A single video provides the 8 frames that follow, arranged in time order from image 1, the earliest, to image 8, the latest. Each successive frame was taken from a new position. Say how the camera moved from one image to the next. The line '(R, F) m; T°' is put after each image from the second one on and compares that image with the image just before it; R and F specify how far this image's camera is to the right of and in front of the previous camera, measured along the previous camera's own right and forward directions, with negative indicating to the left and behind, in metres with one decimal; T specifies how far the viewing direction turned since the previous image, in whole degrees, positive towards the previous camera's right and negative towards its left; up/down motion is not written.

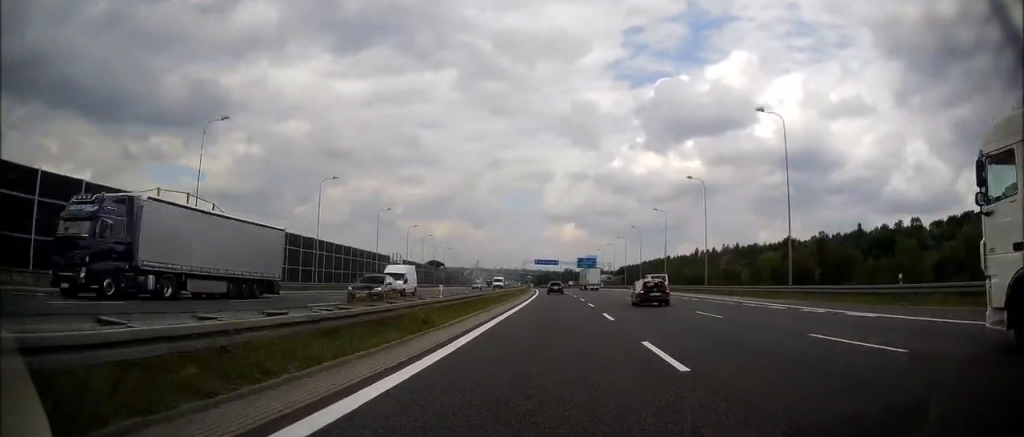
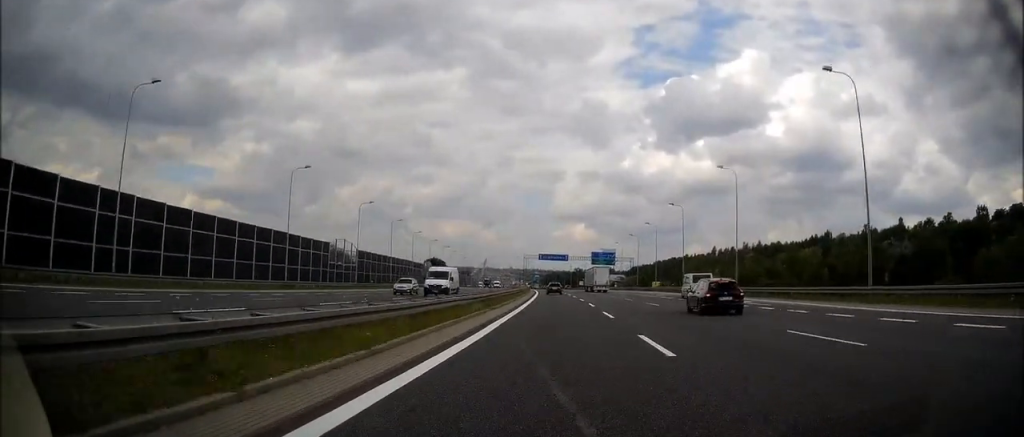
(-0.5, +34.5) m; -1°
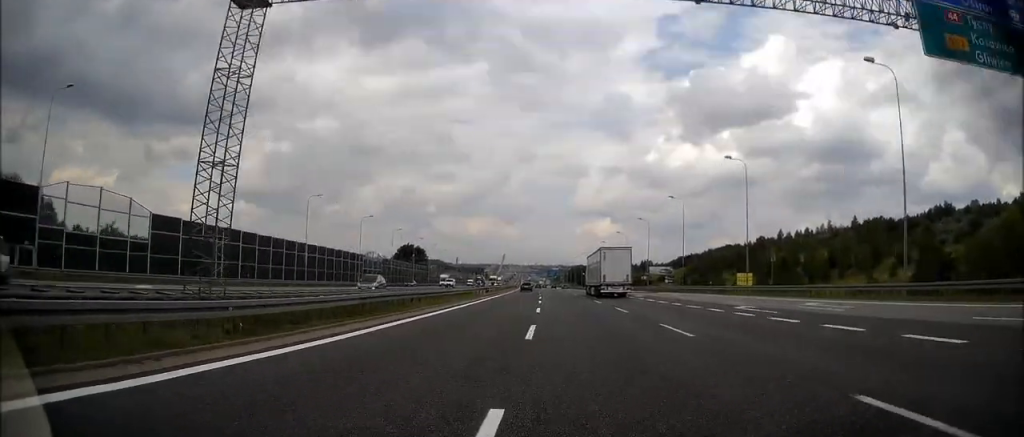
(-1.2, +129.1) m; -2°
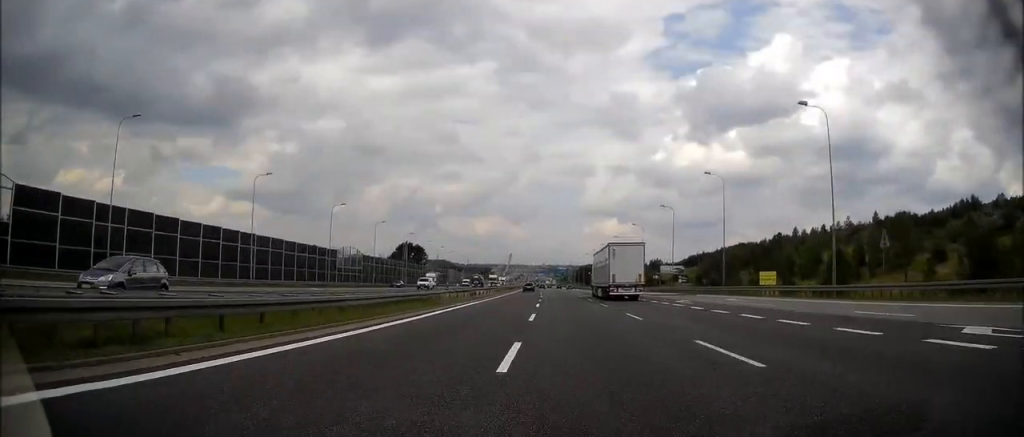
(-0.2, +17.0) m; -1°
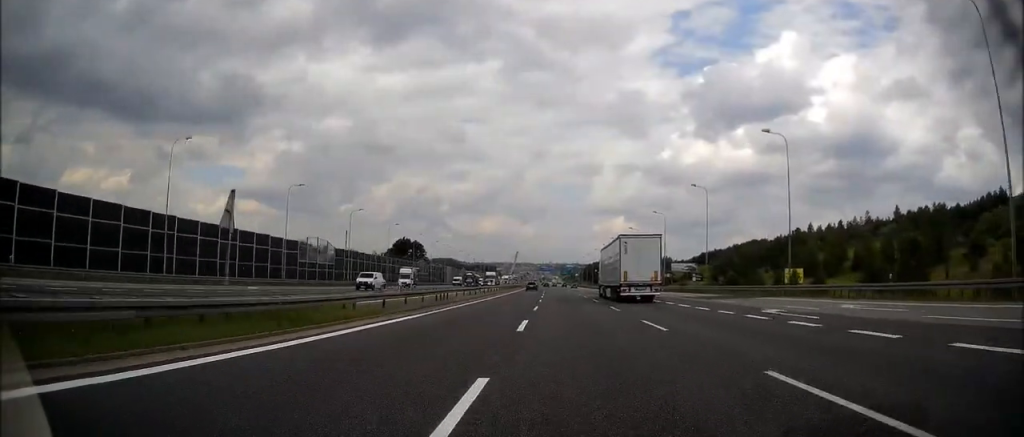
(0.0, +17.0) m; -1°
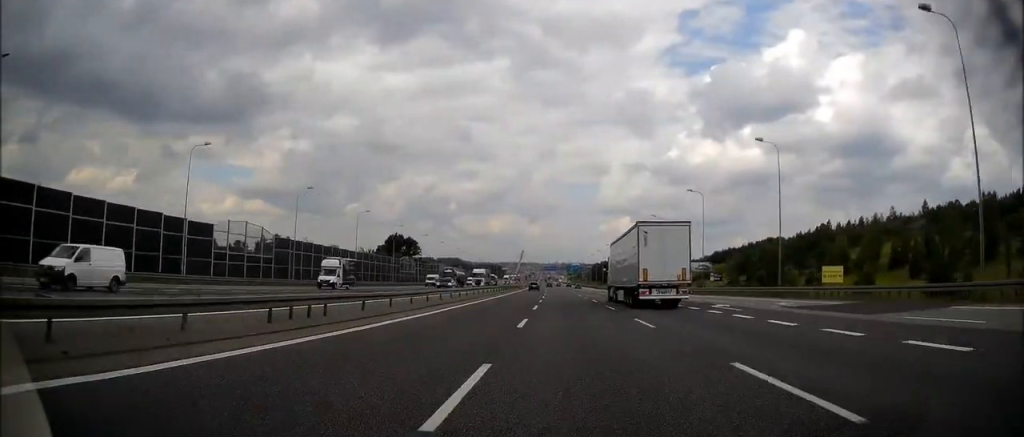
(-0.3, +22.6) m; -1°
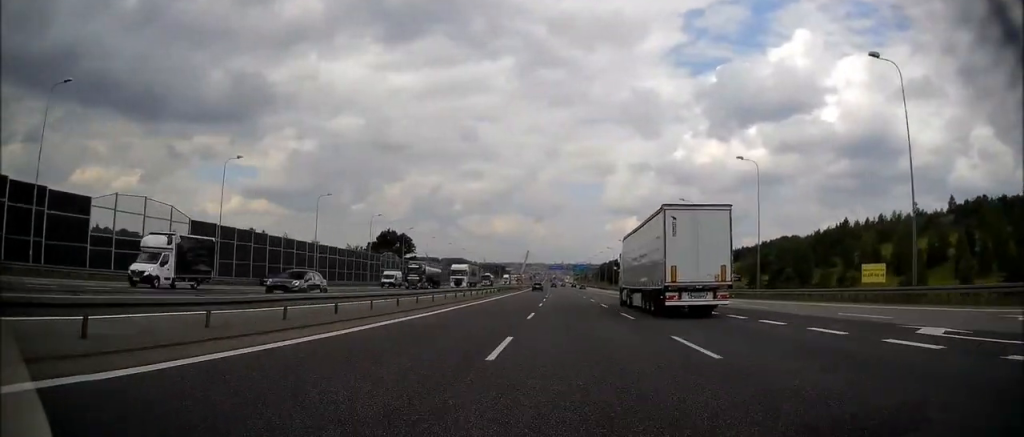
(-0.1, +19.2) m; 0°
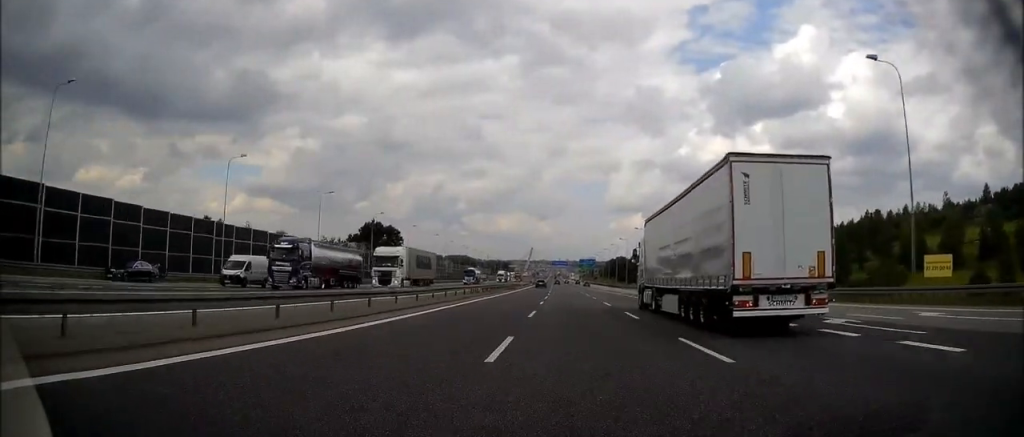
(0.0, +24.7) m; -1°
